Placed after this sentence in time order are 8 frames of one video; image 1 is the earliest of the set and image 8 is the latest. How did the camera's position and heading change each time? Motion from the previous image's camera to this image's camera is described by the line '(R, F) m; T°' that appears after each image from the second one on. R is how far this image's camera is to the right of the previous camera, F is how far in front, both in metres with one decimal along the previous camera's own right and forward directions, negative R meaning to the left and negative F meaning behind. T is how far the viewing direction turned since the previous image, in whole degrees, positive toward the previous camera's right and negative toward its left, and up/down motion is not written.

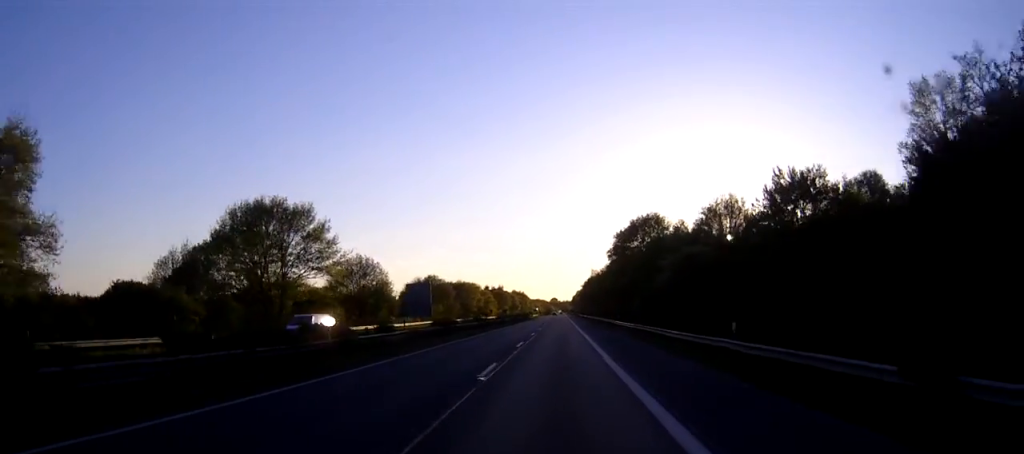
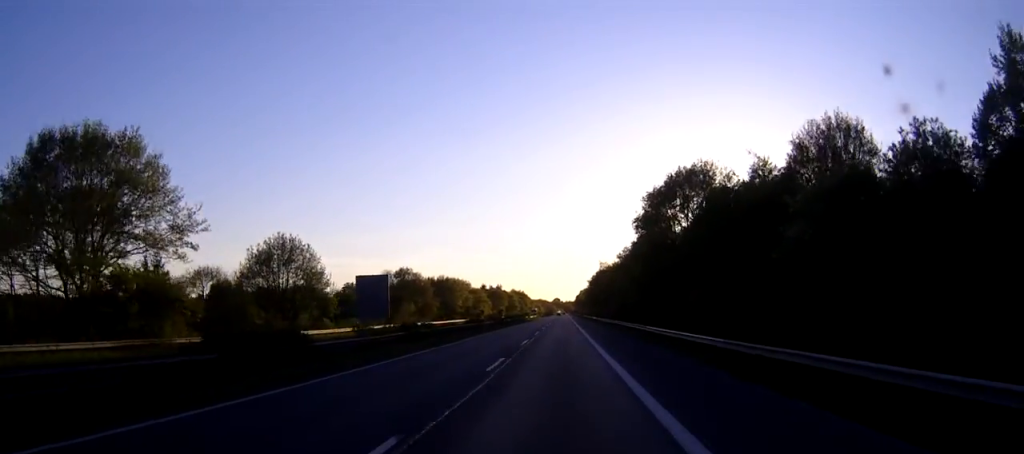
(0.0, +33.3) m; 0°
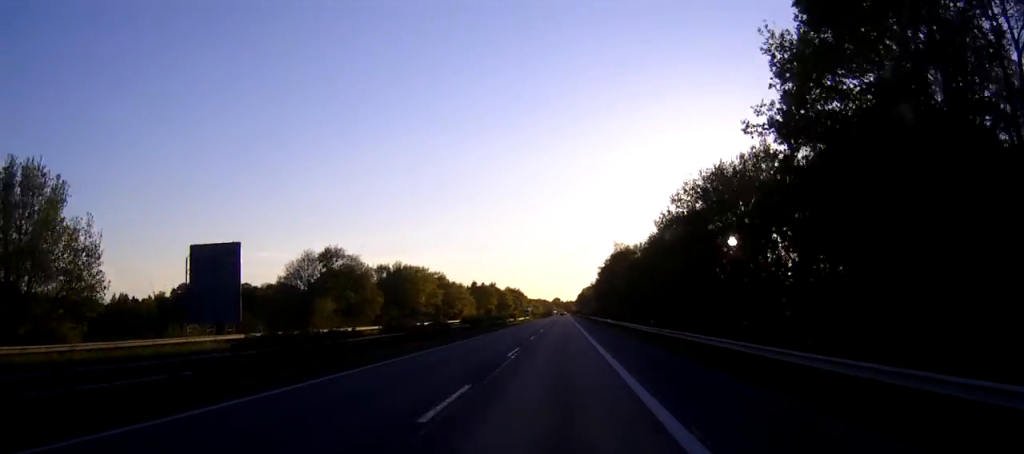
(-0.2, +46.1) m; 0°
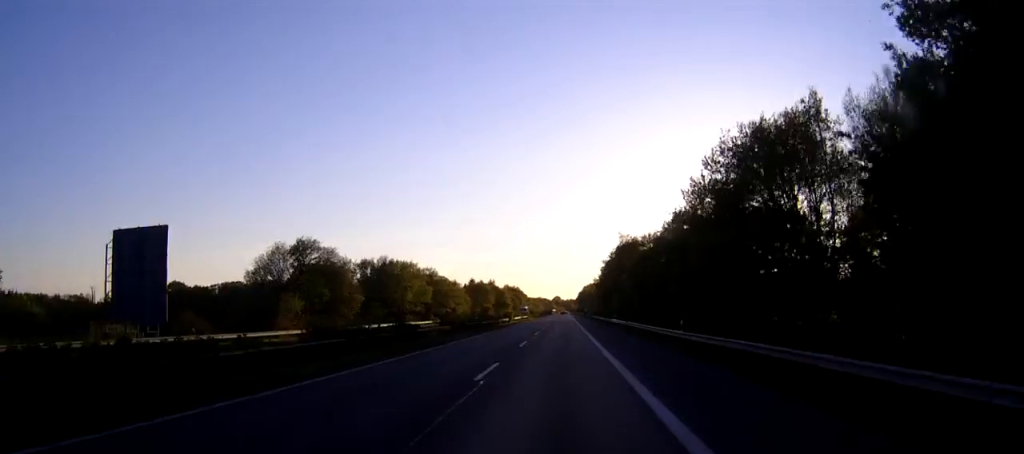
(0.0, +10.8) m; 0°
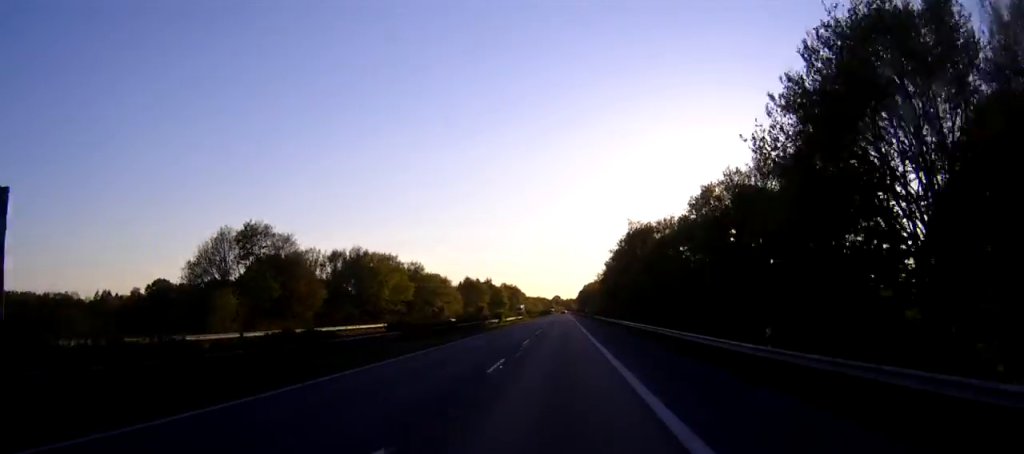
(+0.1, +15.3) m; 0°
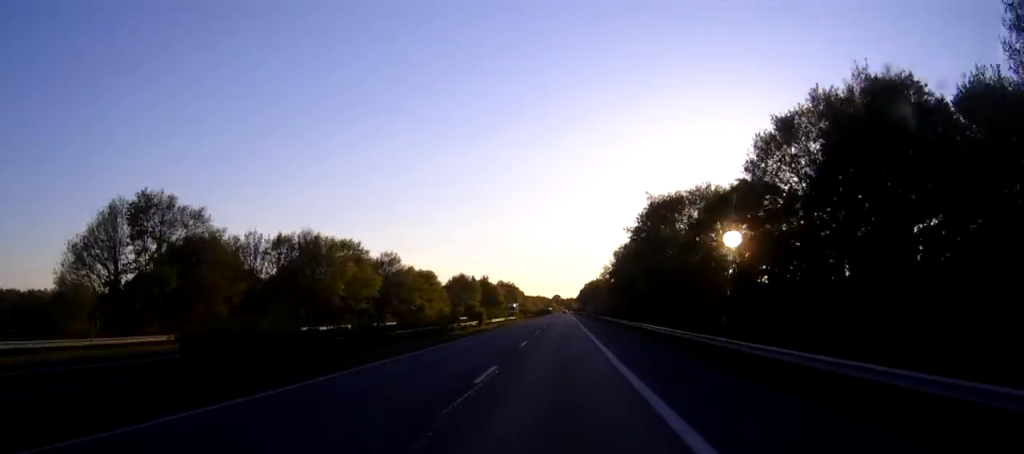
(+0.1, +20.7) m; 0°
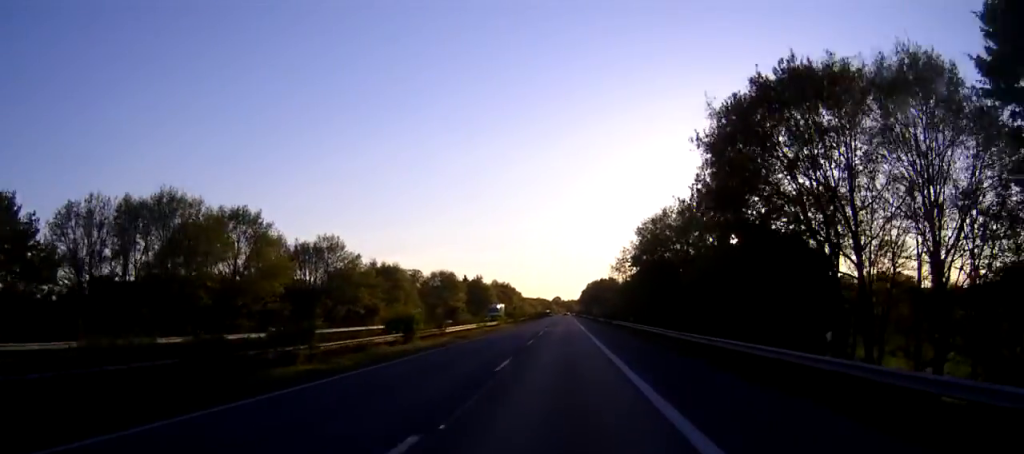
(-0.1, +31.5) m; 0°
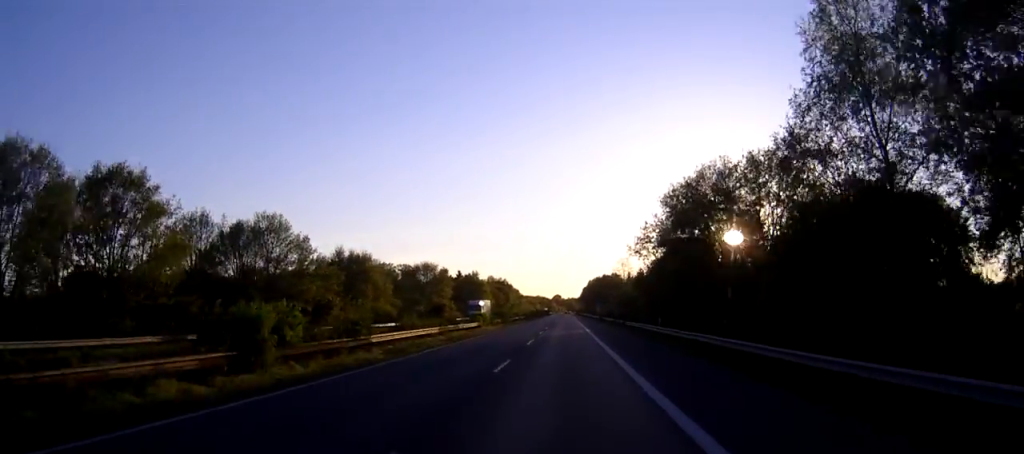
(0.0, +18.9) m; 0°
